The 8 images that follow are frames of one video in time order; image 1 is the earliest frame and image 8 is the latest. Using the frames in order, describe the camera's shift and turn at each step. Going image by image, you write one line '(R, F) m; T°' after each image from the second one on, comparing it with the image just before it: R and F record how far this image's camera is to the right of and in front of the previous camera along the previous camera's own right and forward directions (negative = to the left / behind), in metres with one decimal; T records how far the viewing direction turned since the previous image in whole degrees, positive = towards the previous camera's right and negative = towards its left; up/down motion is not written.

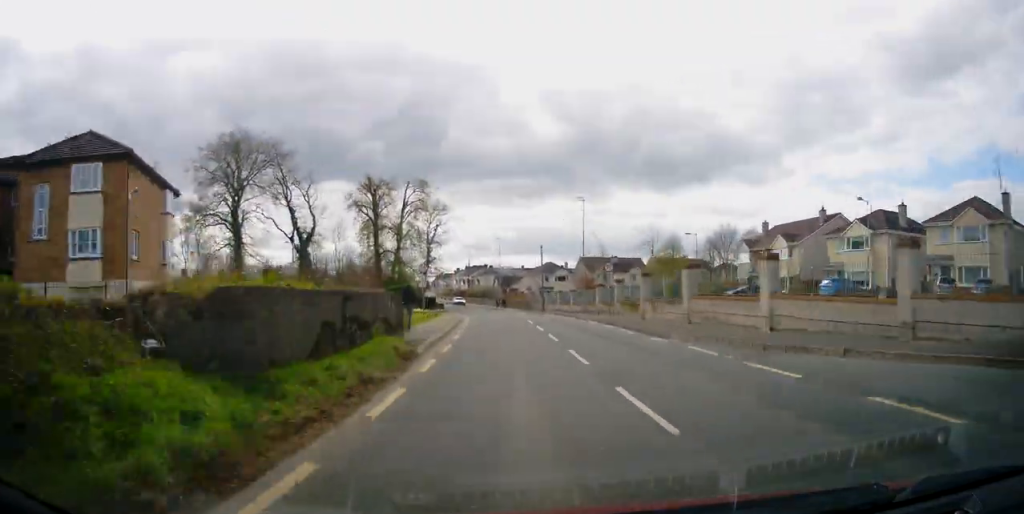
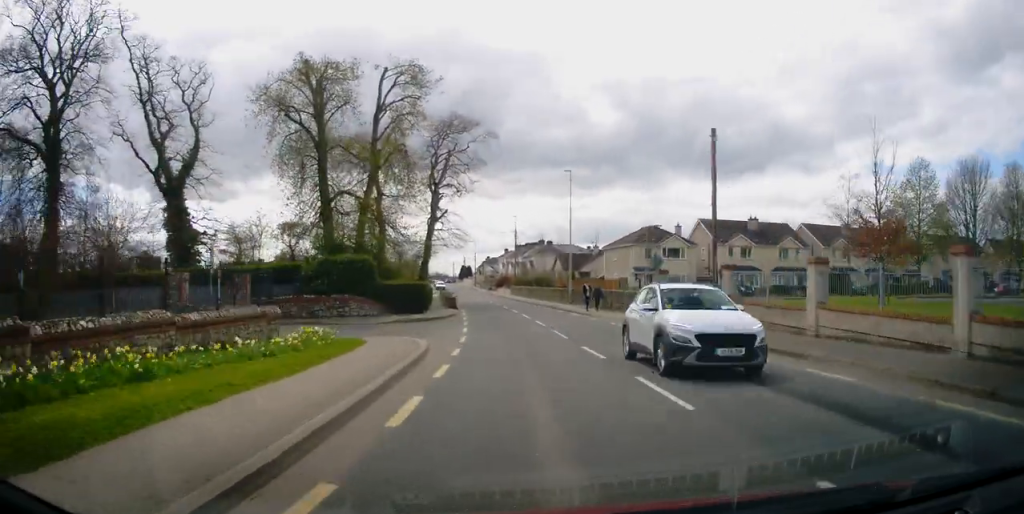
(-1.7, +45.1) m; -5°
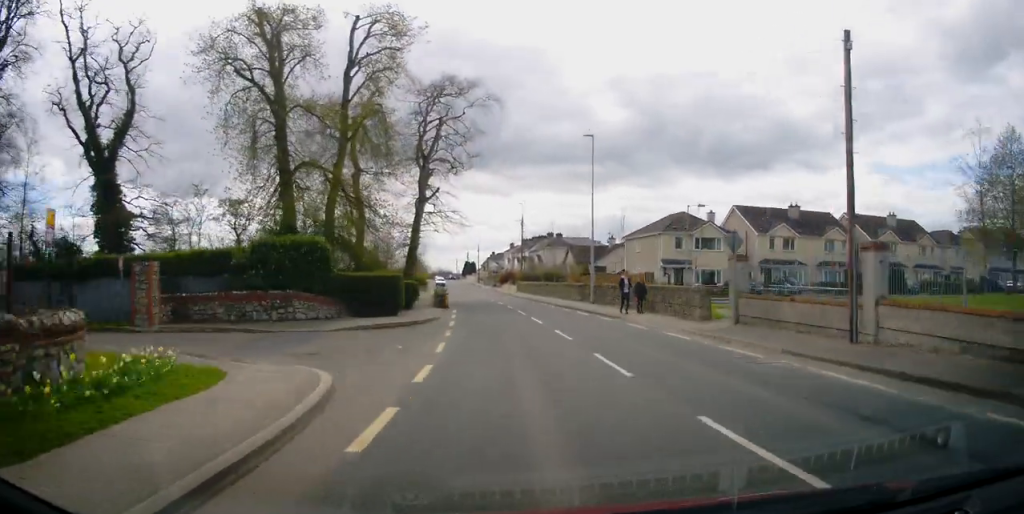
(+0.1, +9.2) m; 0°
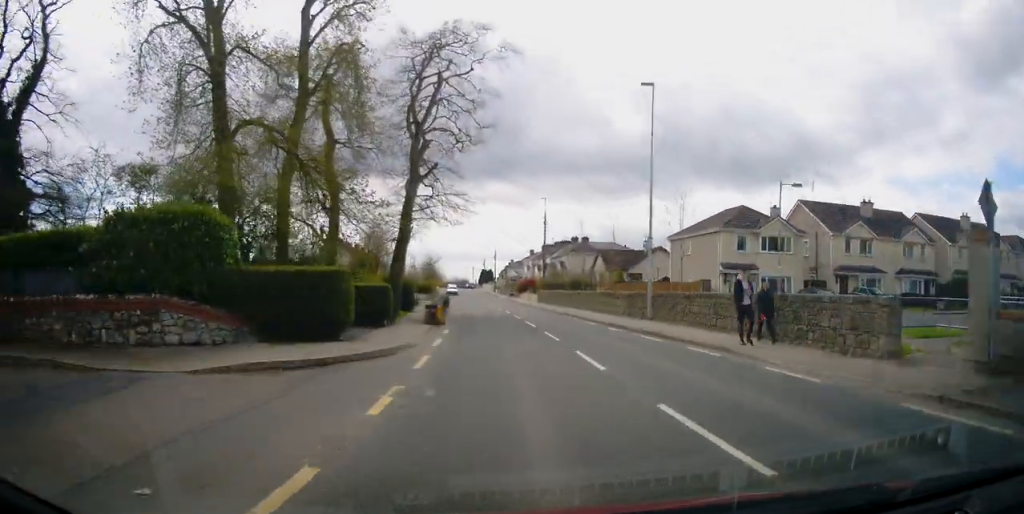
(0.0, +10.7) m; -1°
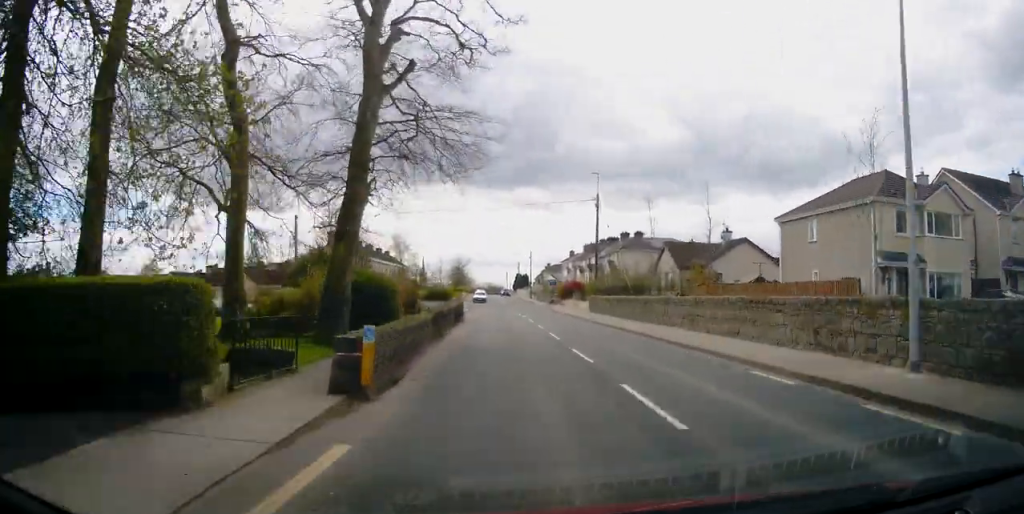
(-0.3, +15.5) m; -3°
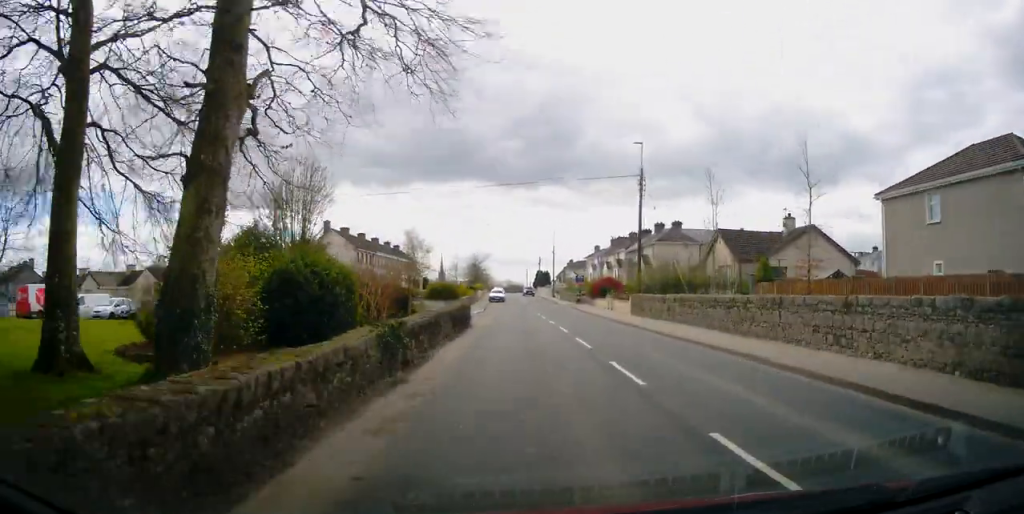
(+0.1, +9.2) m; -3°
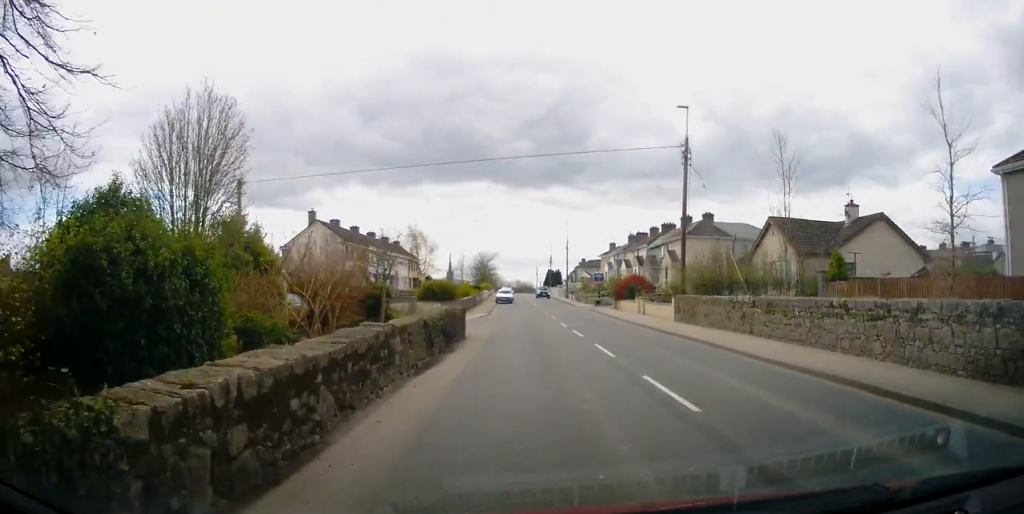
(-0.5, +7.9) m; -1°
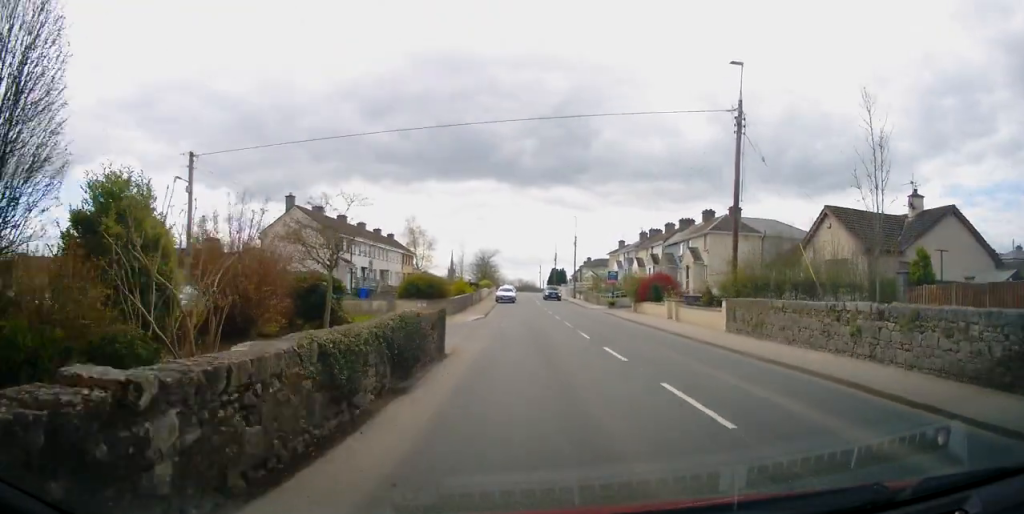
(-0.2, +6.9) m; -1°
